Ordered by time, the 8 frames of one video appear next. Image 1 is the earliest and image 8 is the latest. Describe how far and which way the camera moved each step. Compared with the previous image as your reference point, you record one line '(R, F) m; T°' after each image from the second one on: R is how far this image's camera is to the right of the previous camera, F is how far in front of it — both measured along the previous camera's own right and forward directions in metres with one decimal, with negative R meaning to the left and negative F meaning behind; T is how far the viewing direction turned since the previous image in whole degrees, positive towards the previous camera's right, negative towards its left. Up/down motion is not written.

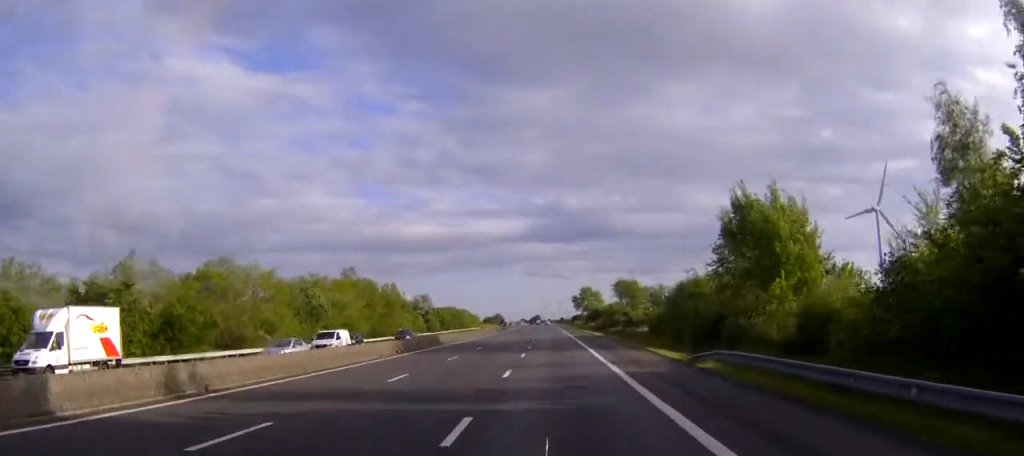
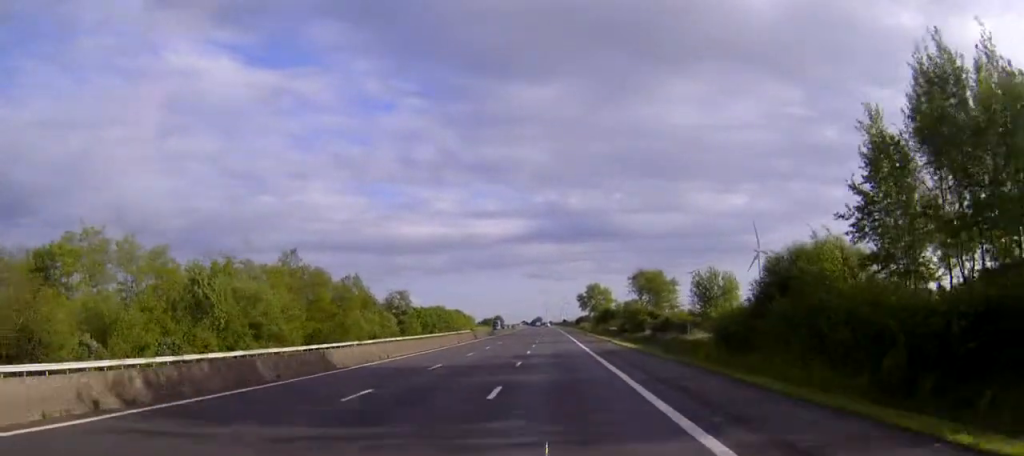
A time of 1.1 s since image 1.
(-0.1, +32.1) m; 0°
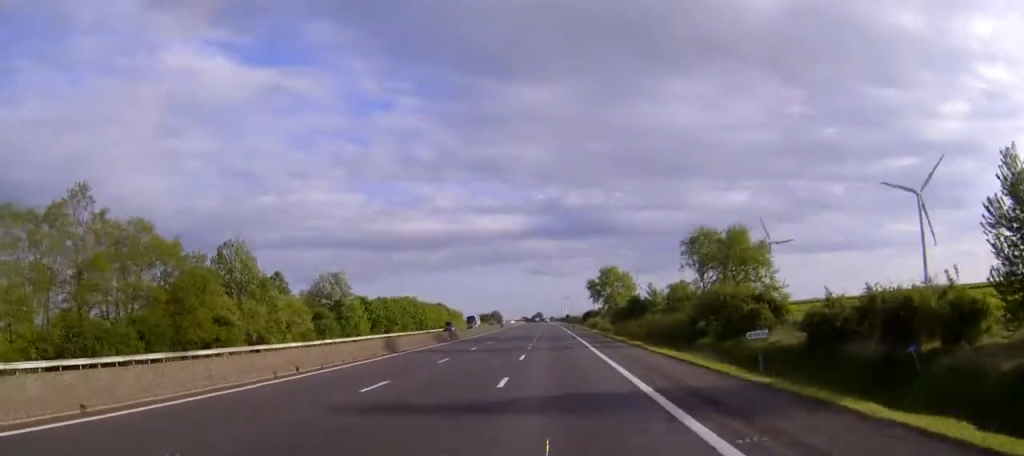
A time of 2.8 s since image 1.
(0.0, +50.8) m; 0°
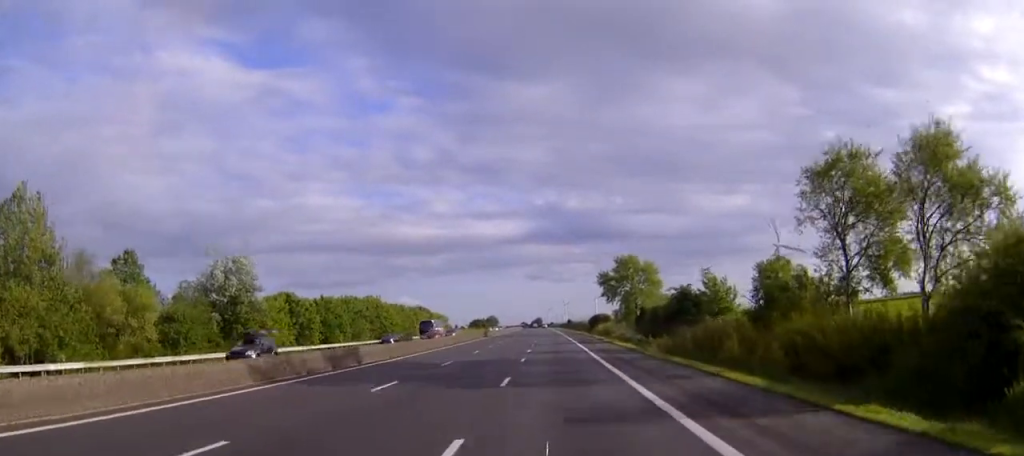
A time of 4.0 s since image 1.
(0.0, +37.6) m; 0°
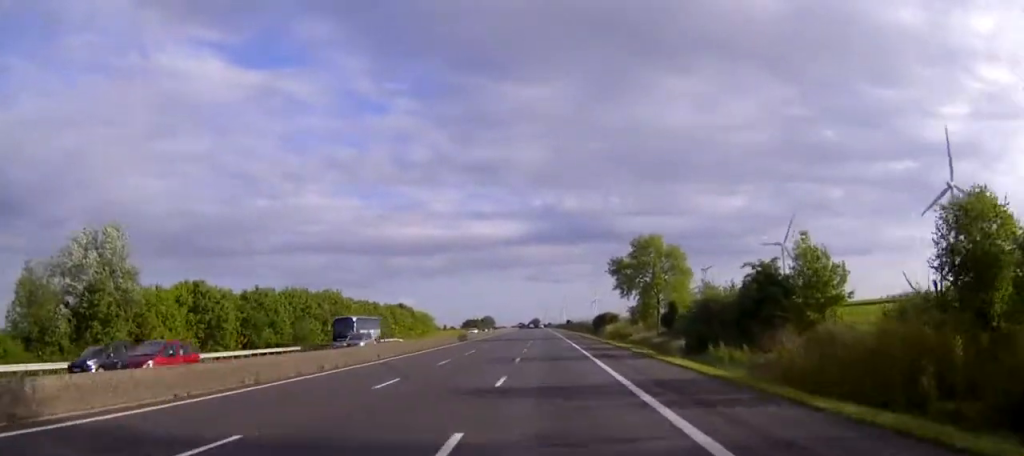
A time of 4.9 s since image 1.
(0.0, +25.7) m; 0°
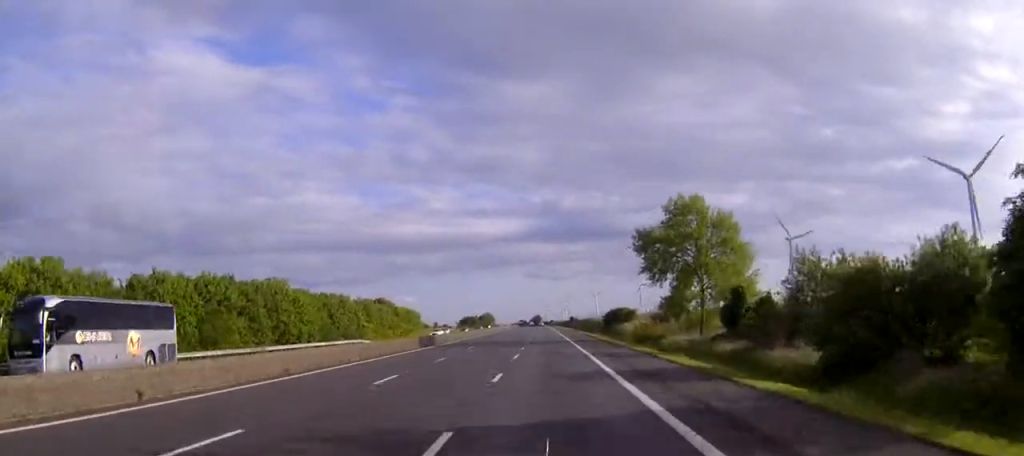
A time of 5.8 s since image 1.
(0.0, +25.7) m; 0°
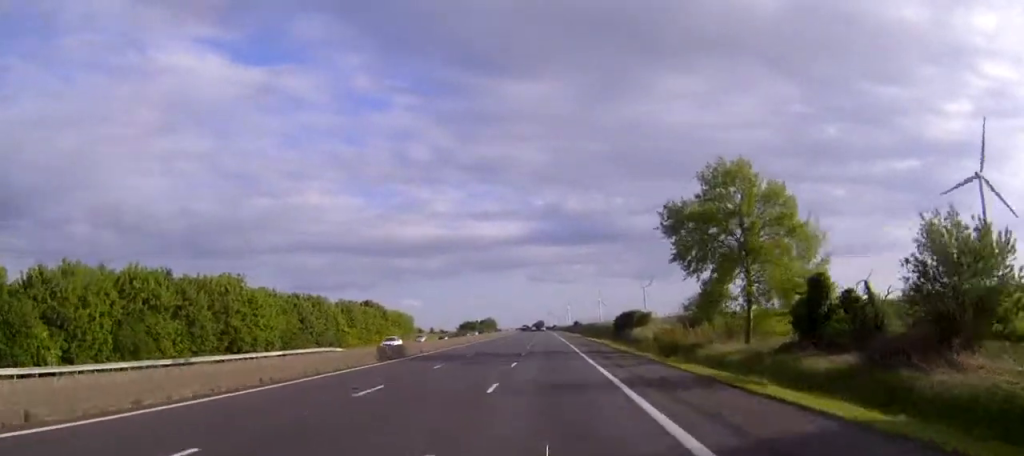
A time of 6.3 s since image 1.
(0.0, +14.8) m; 0°
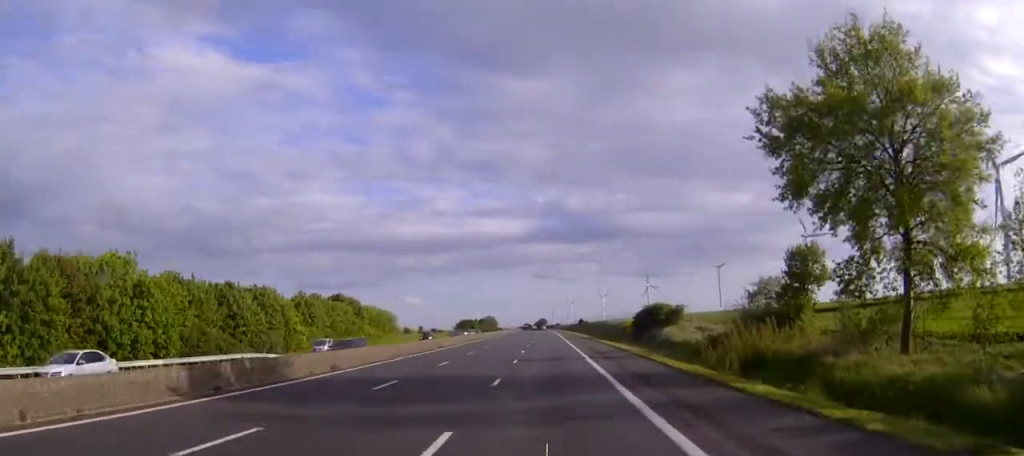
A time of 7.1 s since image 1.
(-0.1, +23.6) m; 0°
